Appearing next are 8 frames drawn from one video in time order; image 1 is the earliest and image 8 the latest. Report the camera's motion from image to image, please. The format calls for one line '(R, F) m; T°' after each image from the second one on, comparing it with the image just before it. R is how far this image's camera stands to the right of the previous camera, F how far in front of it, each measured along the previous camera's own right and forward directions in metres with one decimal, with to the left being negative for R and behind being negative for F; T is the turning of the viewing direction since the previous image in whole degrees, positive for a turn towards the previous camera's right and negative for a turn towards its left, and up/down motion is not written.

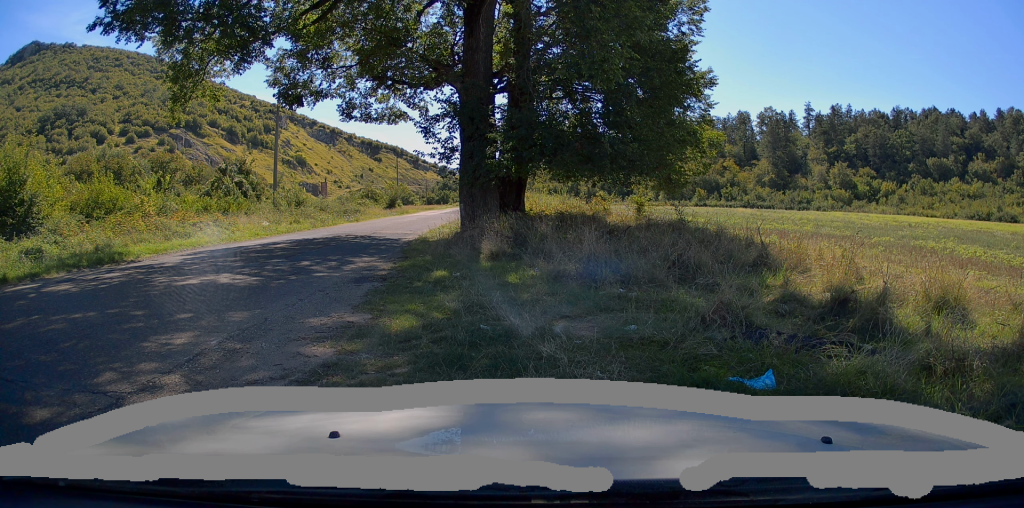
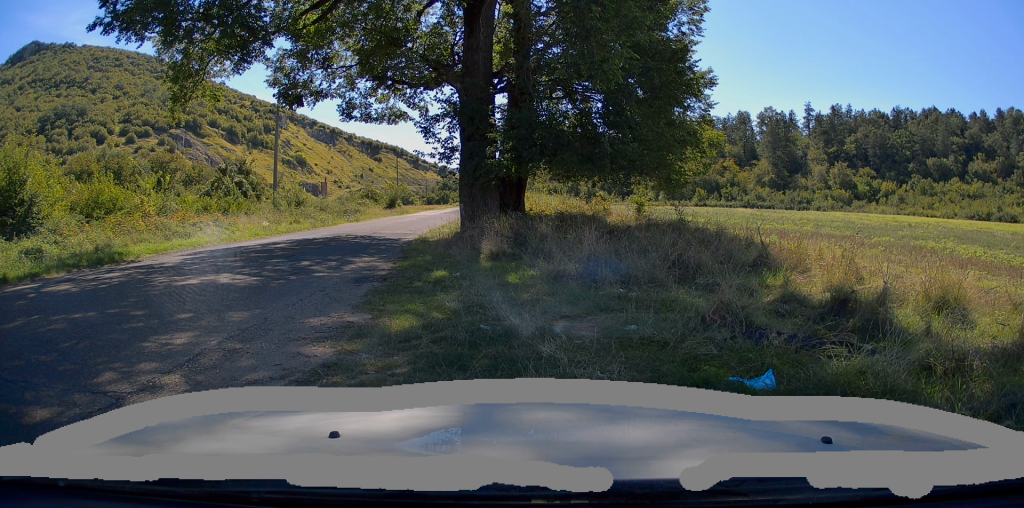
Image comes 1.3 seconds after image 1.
(0.0, 0.0) m; 0°
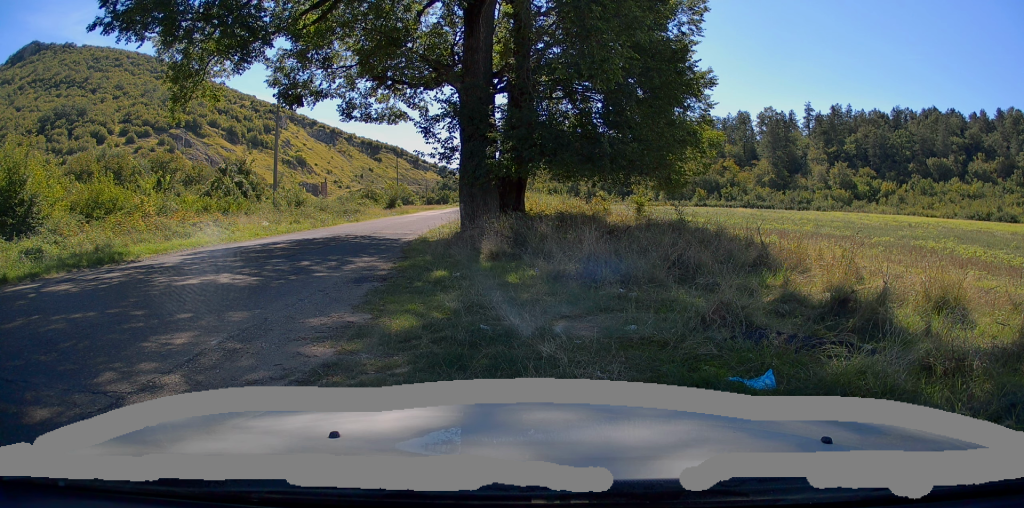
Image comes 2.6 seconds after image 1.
(0.0, 0.0) m; 0°
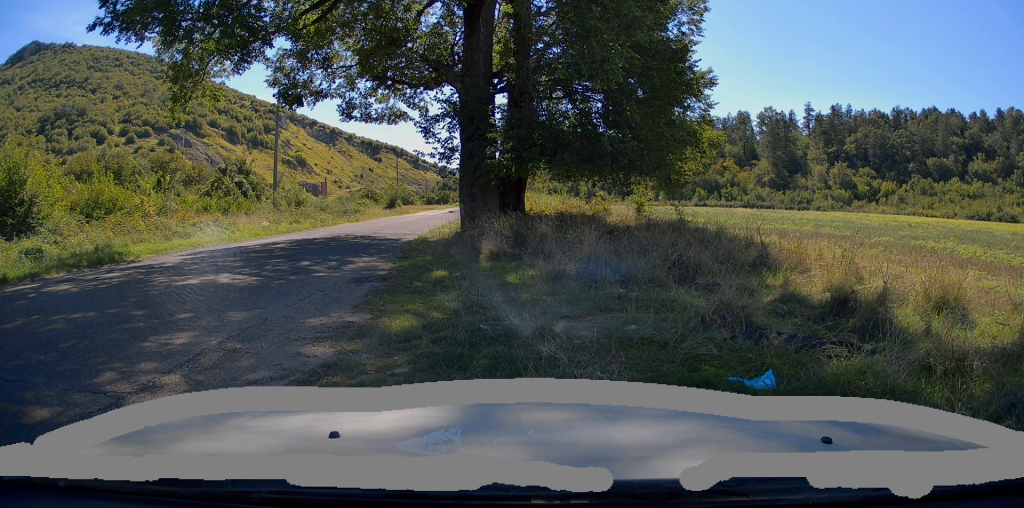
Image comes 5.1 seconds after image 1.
(0.0, 0.0) m; 0°
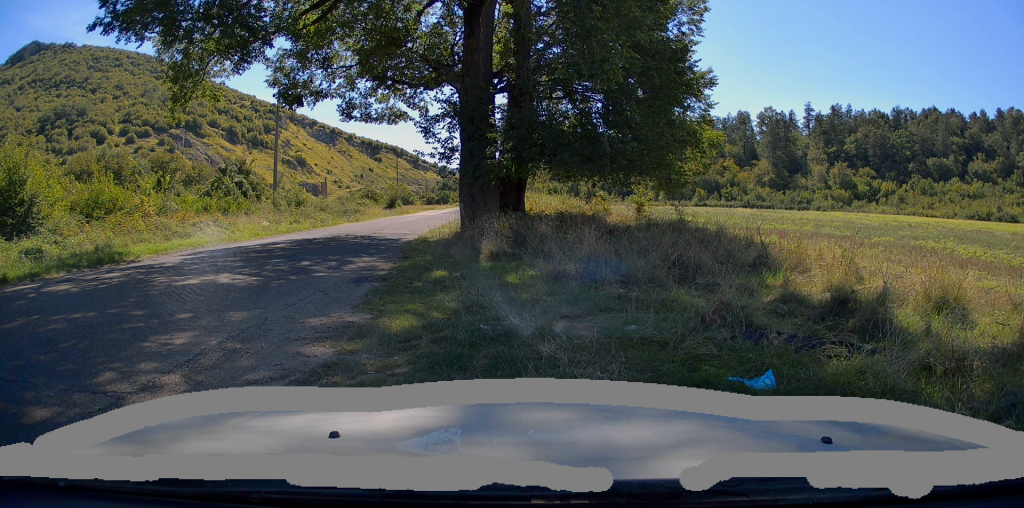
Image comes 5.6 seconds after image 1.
(0.0, 0.0) m; 0°
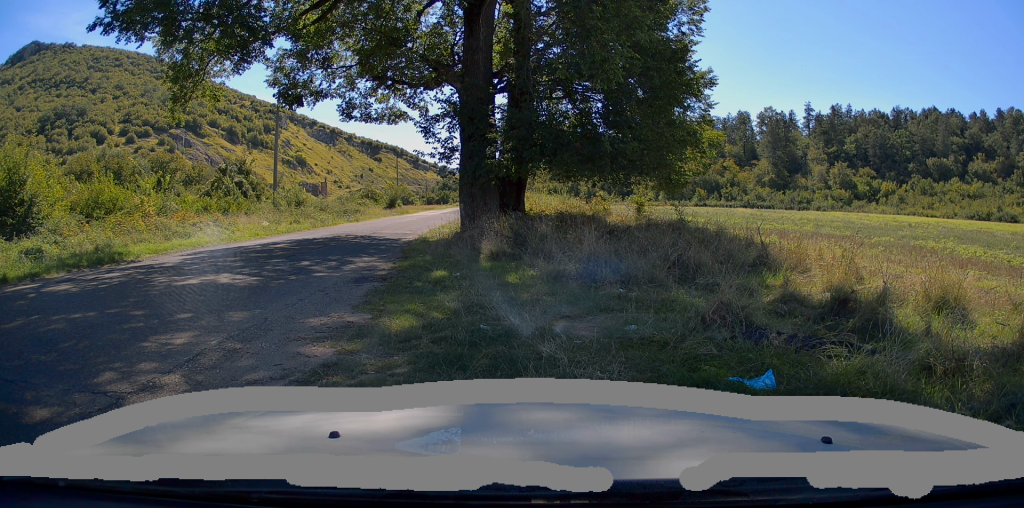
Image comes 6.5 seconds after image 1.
(0.0, 0.0) m; 0°
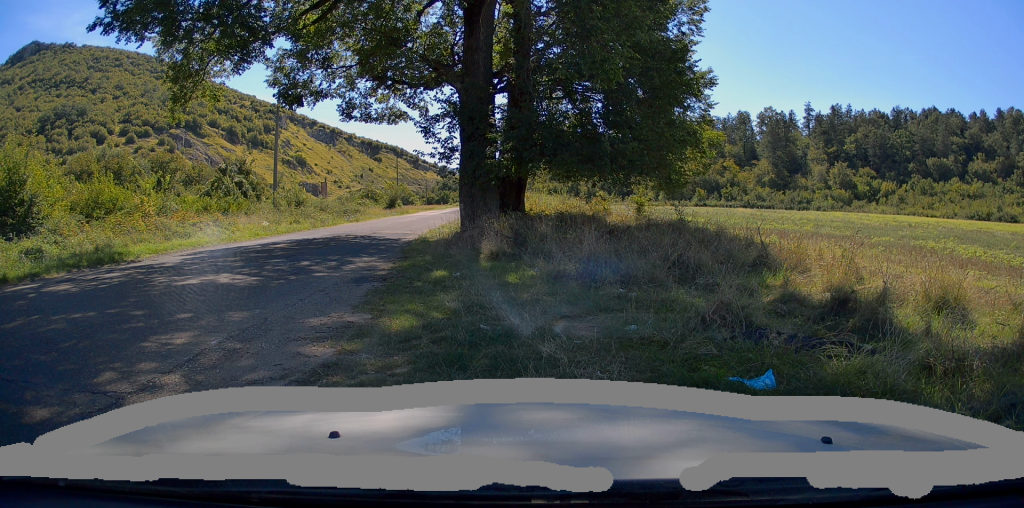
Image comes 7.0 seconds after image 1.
(0.0, 0.0) m; 0°
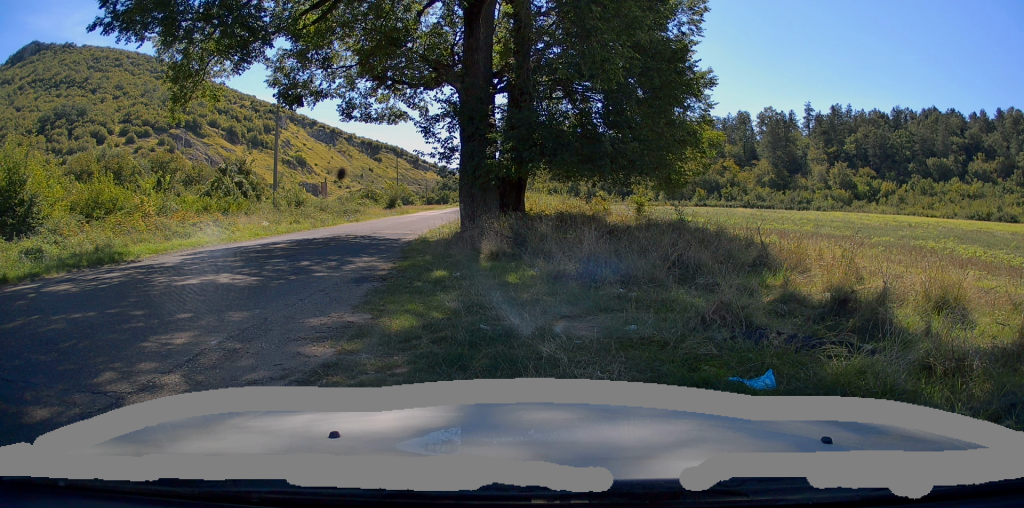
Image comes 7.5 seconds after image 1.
(0.0, 0.0) m; 0°
